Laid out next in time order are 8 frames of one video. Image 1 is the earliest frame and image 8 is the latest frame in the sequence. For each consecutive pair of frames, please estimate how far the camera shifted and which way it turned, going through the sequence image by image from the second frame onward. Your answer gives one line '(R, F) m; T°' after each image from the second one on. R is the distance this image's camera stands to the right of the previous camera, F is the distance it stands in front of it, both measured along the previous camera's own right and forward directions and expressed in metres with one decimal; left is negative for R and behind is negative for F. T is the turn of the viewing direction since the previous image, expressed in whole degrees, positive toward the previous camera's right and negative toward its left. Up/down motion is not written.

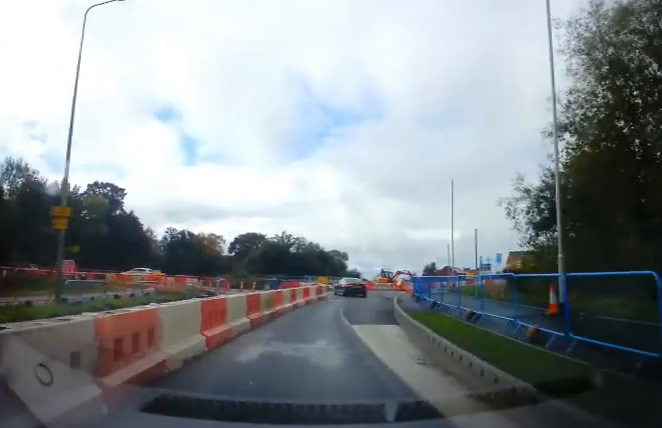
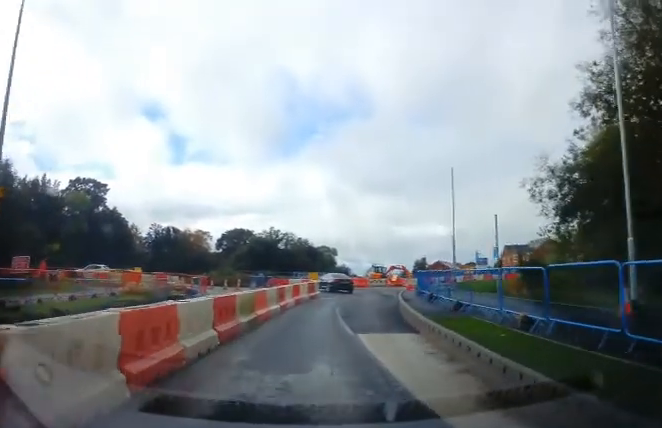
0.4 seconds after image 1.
(-0.1, +3.3) m; +1°
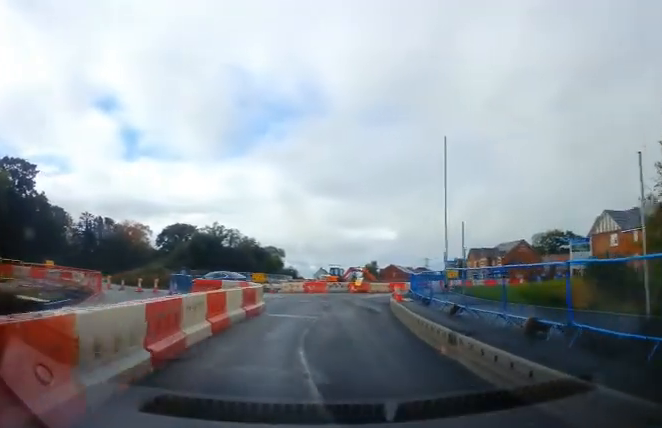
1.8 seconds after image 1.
(+0.5, +10.3) m; +5°
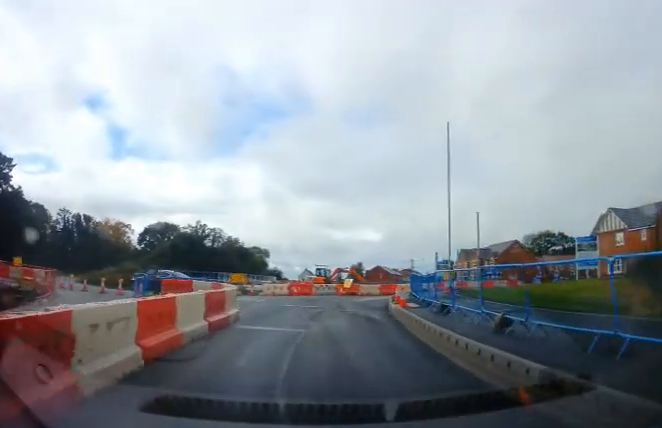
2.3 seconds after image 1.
(+0.2, +3.5) m; +1°
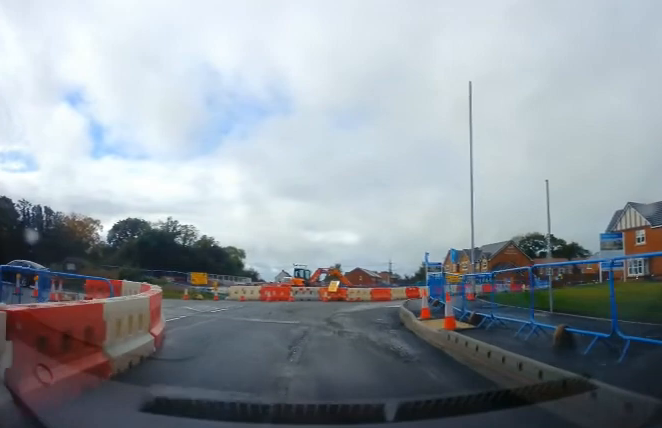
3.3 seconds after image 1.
(-0.4, +6.7) m; -1°
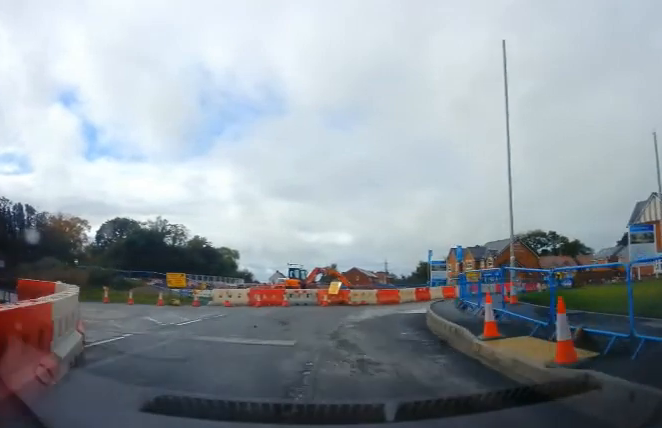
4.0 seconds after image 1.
(+0.4, +4.2) m; 0°
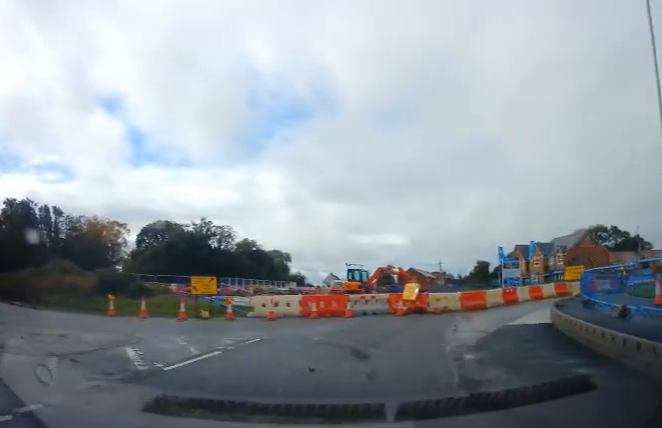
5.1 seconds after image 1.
(-0.5, +5.5) m; -13°
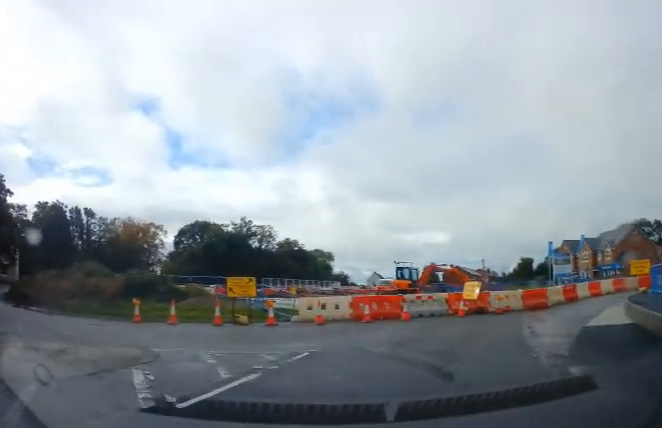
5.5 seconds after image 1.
(-0.3, +1.9) m; -6°
